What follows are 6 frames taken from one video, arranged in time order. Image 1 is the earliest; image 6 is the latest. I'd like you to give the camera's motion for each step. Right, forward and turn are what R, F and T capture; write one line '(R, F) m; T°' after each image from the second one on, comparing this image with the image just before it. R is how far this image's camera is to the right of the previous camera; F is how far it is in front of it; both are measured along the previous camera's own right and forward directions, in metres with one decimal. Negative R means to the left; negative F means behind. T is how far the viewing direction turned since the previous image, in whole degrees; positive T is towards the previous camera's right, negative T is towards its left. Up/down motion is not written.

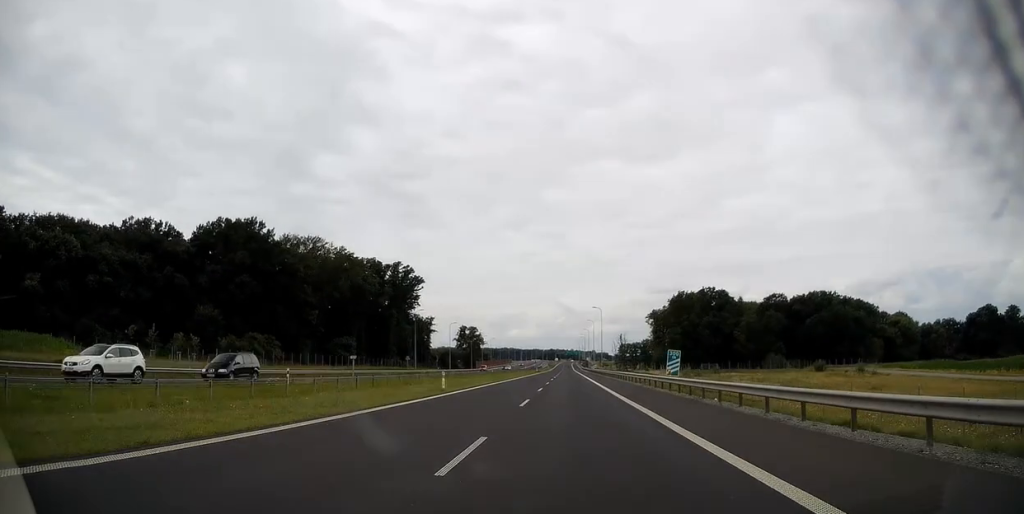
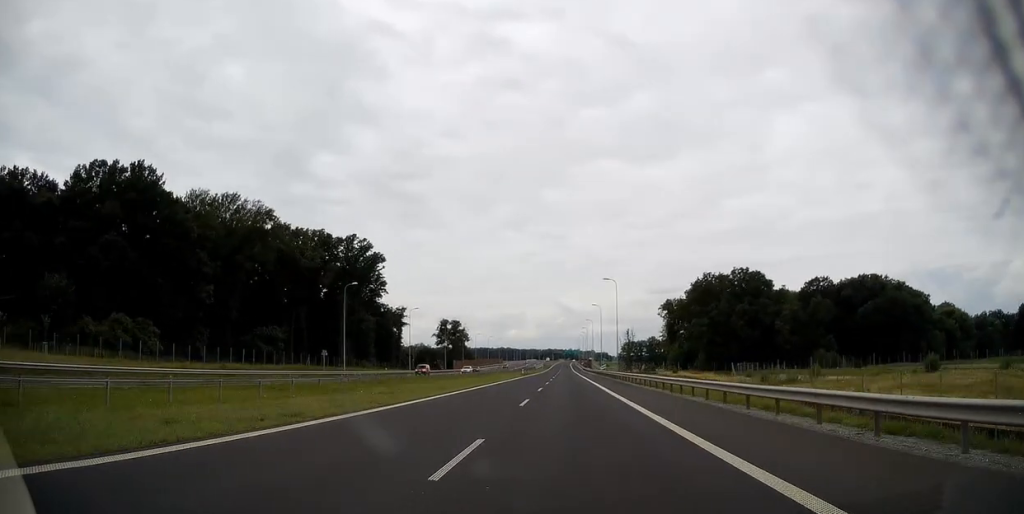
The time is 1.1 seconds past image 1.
(+0.1, +38.7) m; 0°
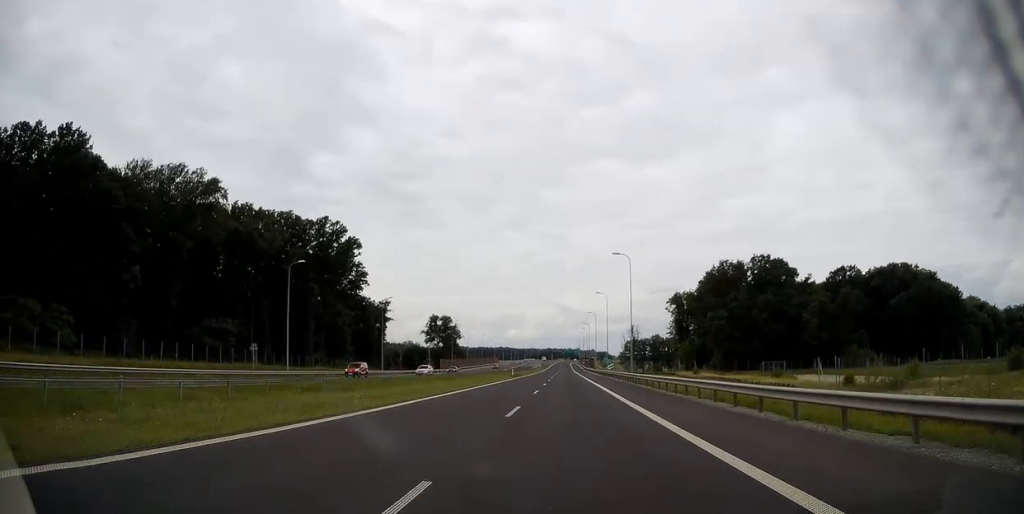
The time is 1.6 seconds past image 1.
(-0.2, +17.6) m; 0°
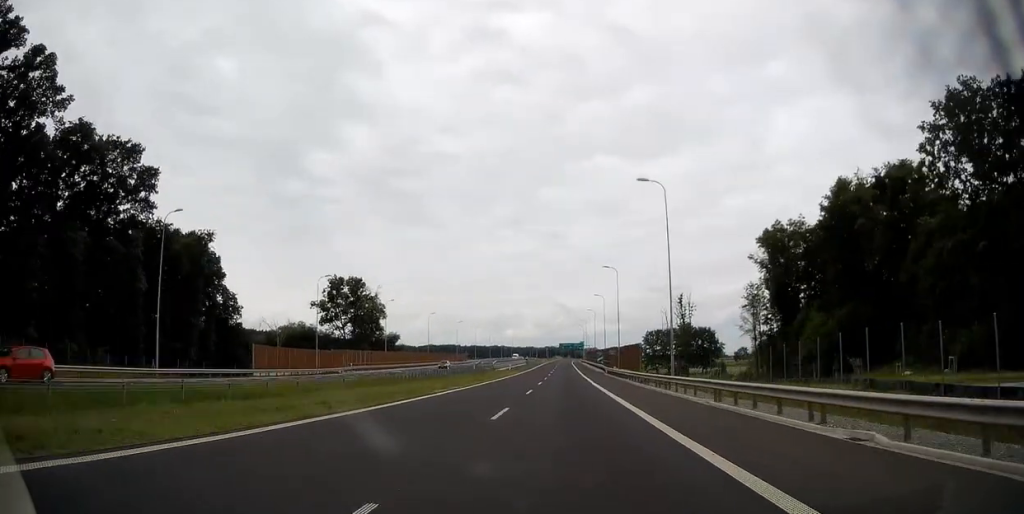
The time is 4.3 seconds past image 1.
(+0.5, +93.6) m; 0°
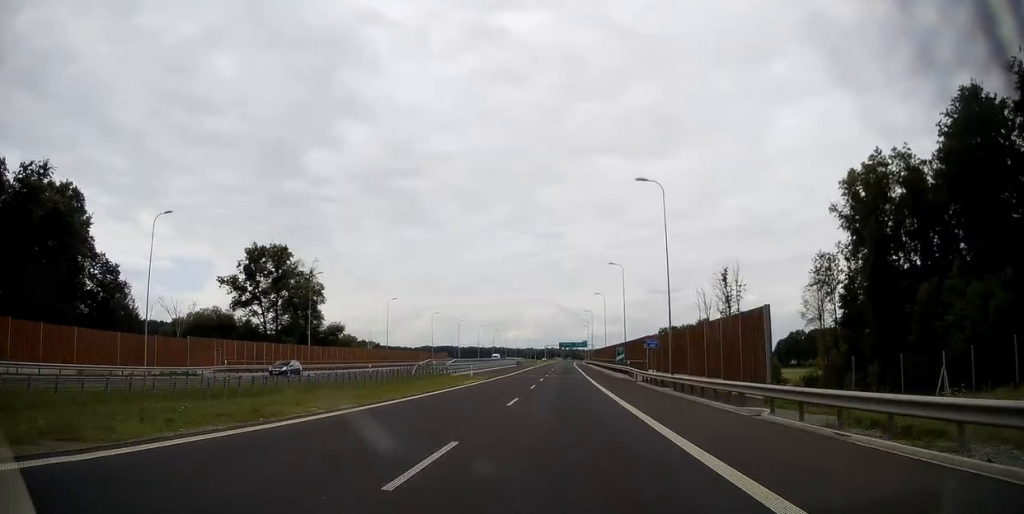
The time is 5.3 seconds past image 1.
(+0.1, +35.0) m; 0°
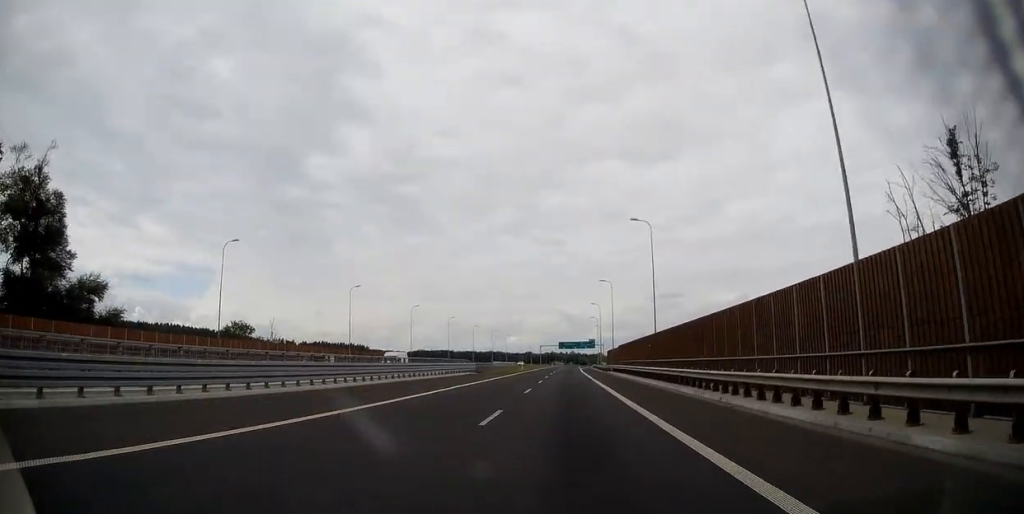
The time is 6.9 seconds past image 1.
(-0.1, +58.1) m; 0°
